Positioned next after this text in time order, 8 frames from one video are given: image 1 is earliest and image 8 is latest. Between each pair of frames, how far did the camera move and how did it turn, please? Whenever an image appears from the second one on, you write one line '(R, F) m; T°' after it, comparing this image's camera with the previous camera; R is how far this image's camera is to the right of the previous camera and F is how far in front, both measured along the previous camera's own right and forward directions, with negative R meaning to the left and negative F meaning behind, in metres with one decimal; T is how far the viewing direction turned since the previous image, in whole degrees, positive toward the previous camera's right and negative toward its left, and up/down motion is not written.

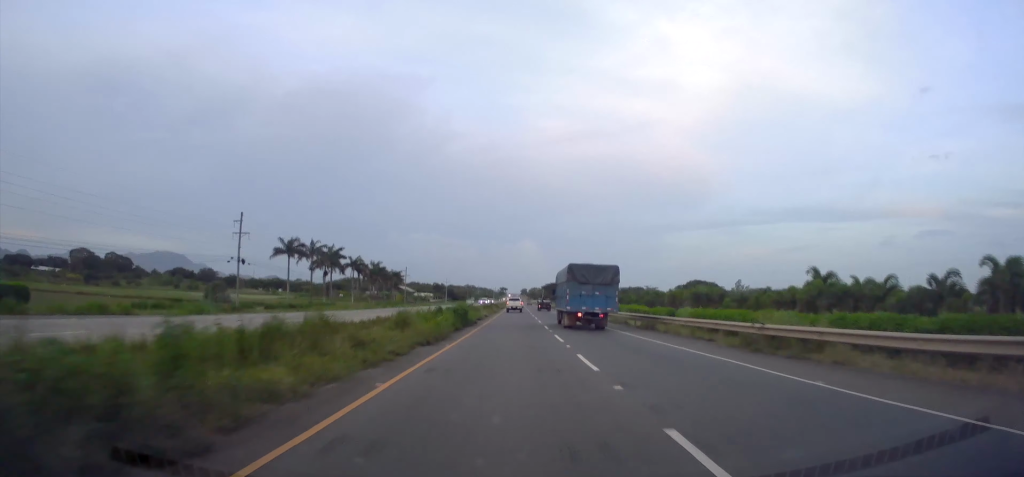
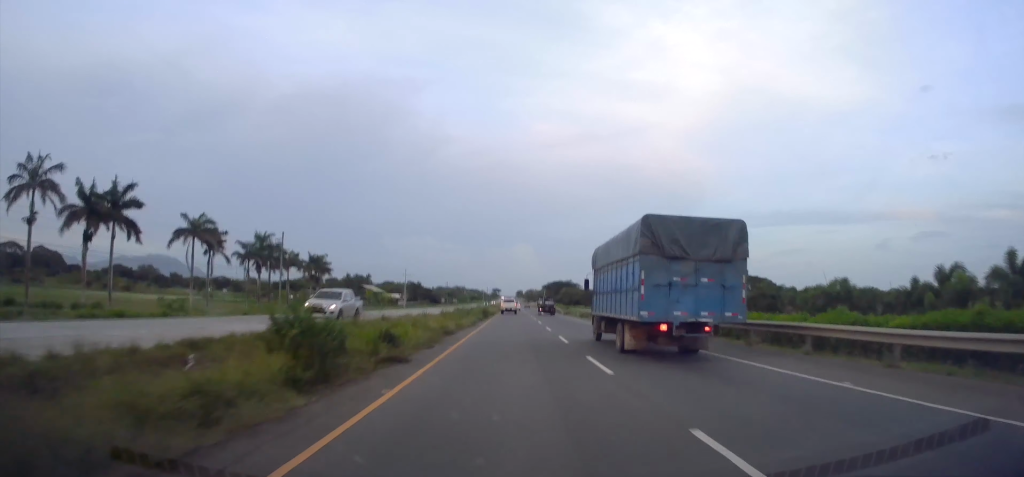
(0.0, +86.5) m; 0°
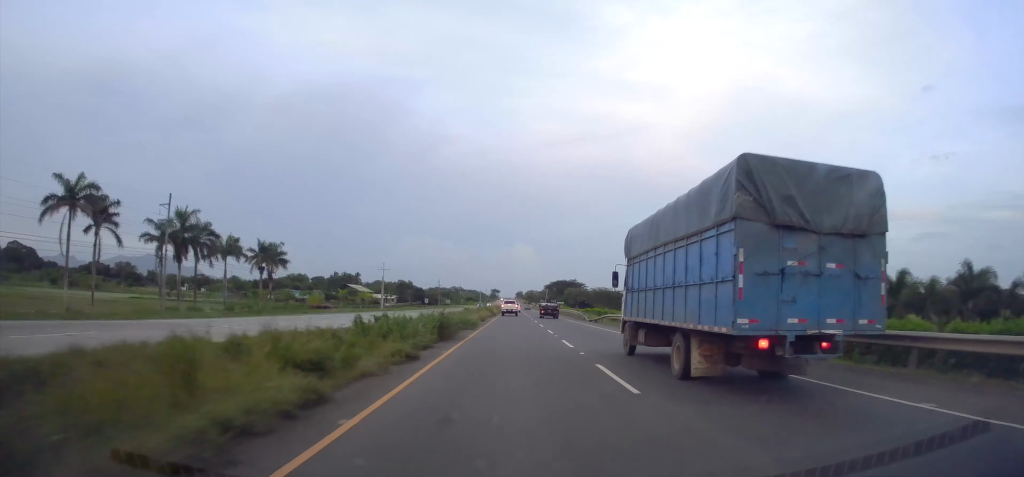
(+0.3, +28.4) m; 0°
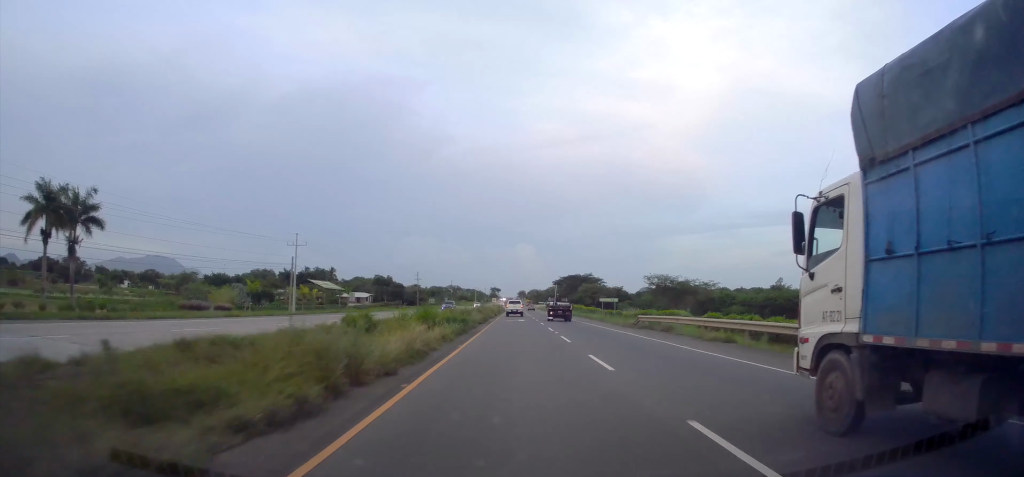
(+0.2, +58.4) m; 0°
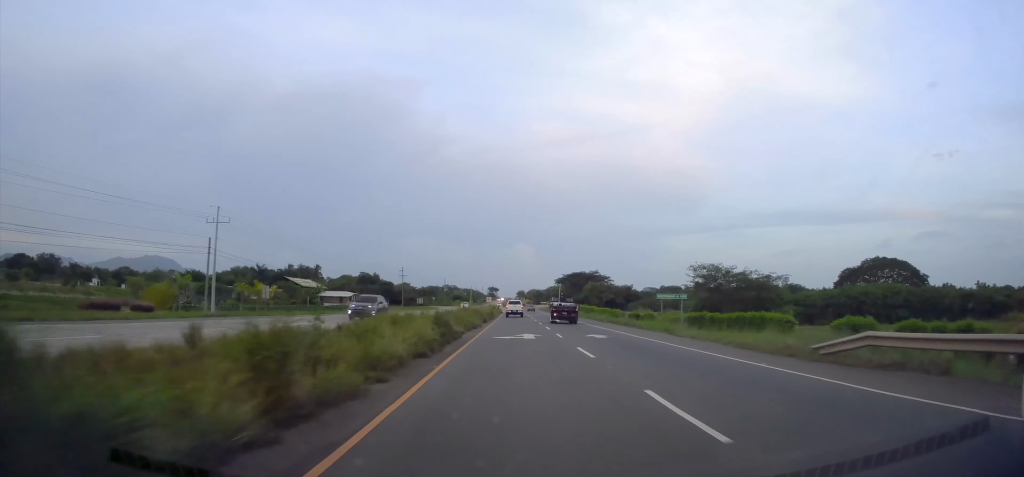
(-0.1, +23.7) m; 0°
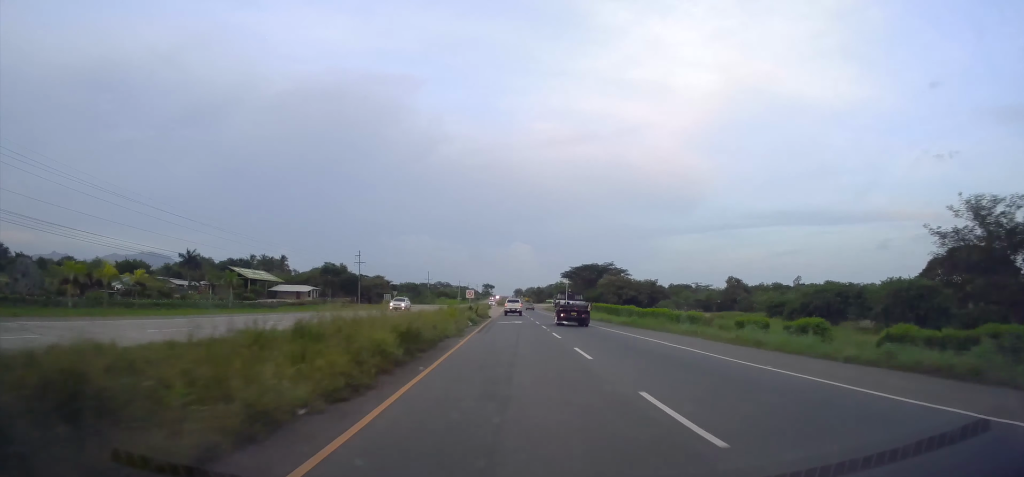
(-0.2, +45.2) m; 0°
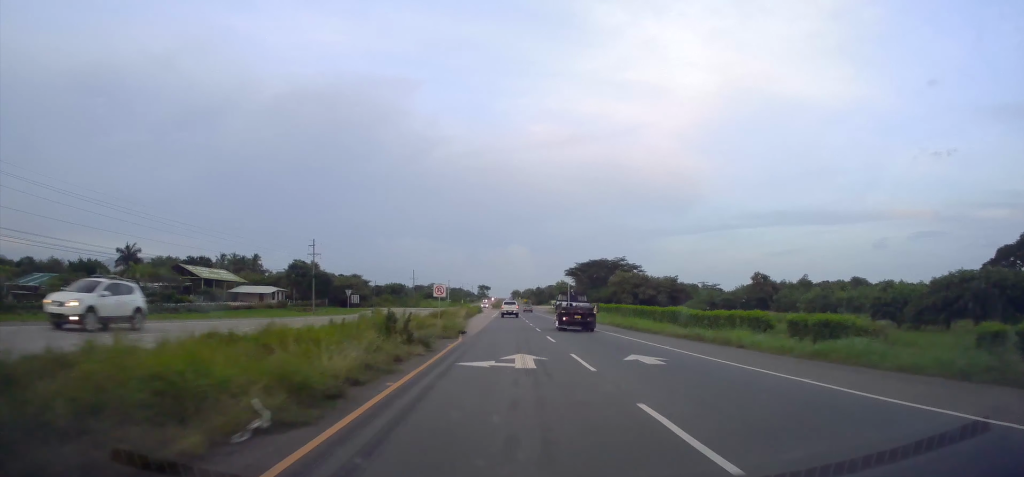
(-0.2, +27.3) m; 0°
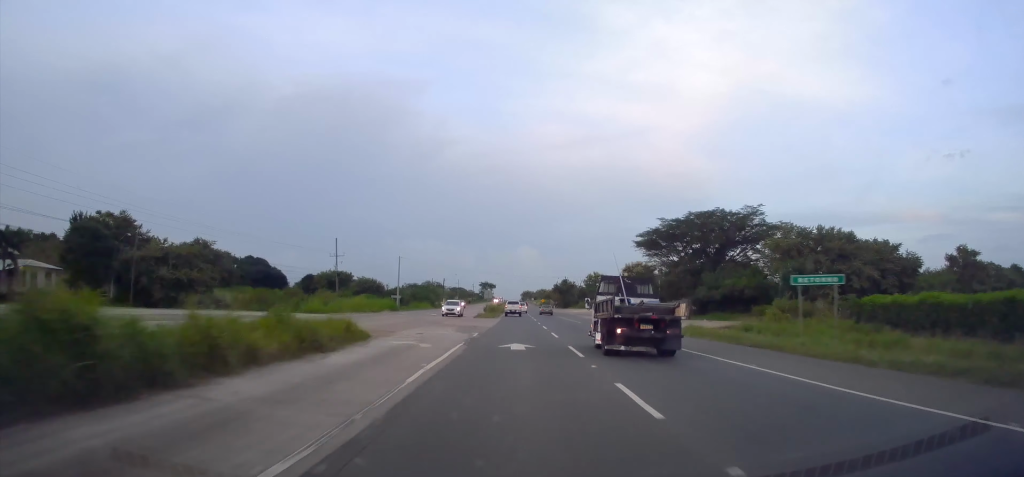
(+0.5, +95.2) m; 0°
